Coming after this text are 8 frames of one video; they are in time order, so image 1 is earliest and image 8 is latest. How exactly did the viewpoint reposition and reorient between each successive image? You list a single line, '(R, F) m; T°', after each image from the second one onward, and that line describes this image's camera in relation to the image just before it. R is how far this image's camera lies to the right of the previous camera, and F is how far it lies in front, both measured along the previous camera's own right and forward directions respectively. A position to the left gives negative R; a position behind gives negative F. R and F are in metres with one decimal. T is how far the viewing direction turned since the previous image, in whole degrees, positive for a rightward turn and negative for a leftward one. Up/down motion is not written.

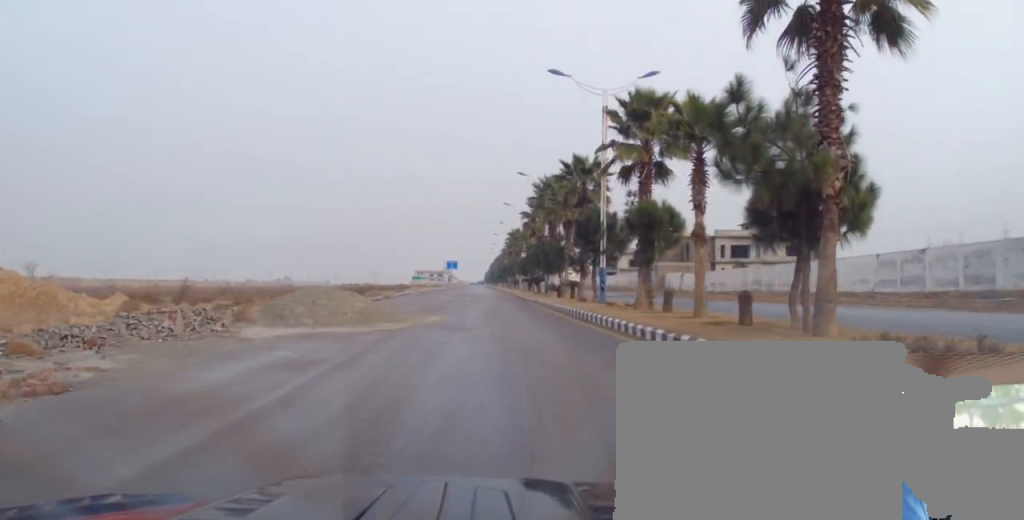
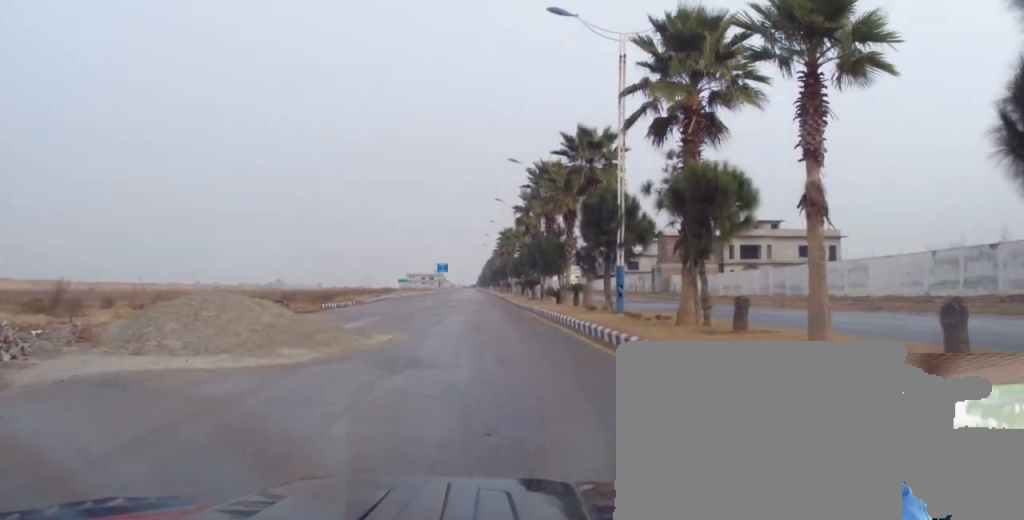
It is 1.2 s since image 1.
(0.0, +8.4) m; +1°
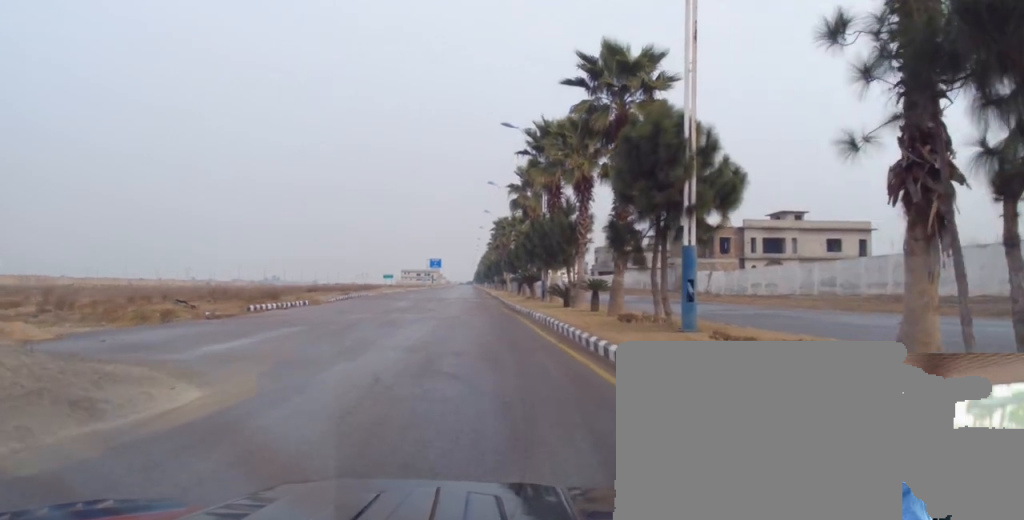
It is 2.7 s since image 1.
(+0.5, +10.9) m; +3°
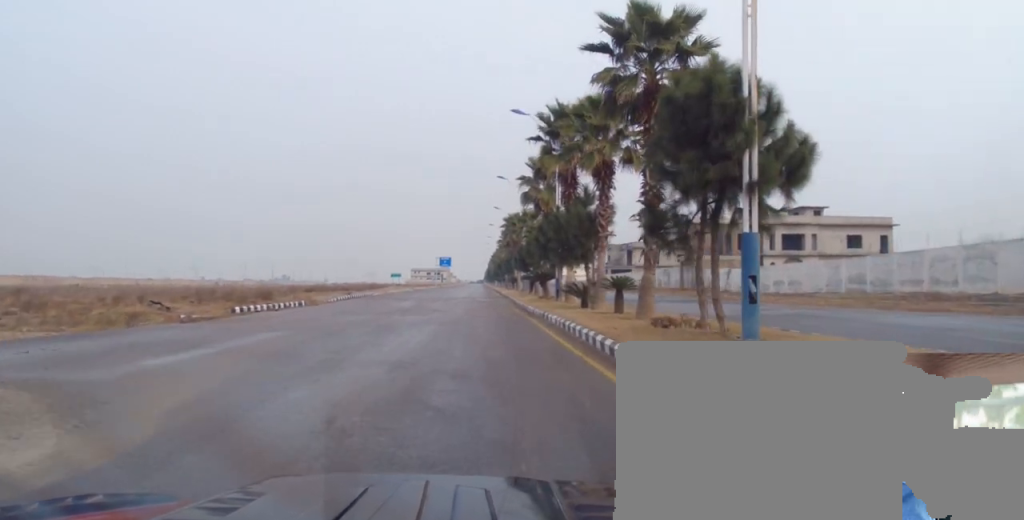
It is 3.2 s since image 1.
(0.0, +3.0) m; -1°
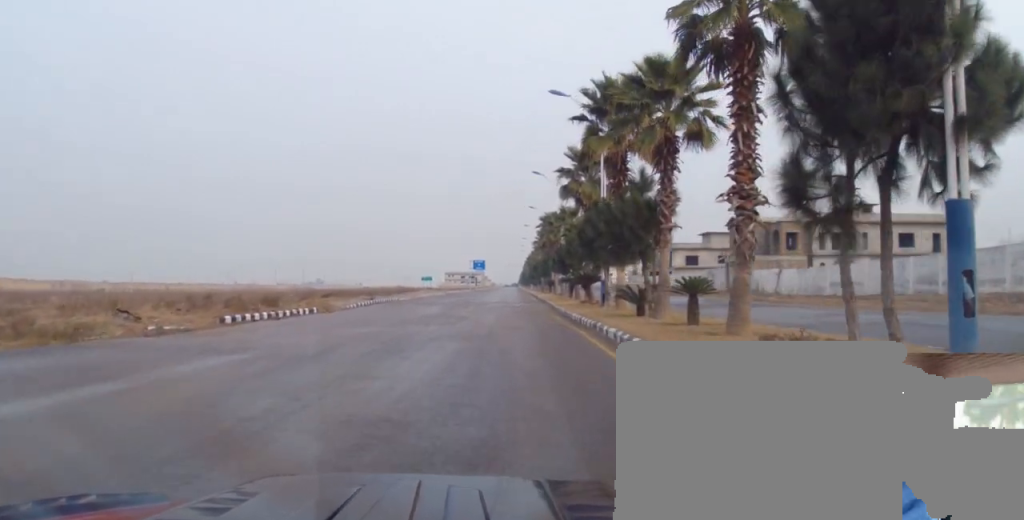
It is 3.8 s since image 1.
(-0.2, +4.7) m; -2°
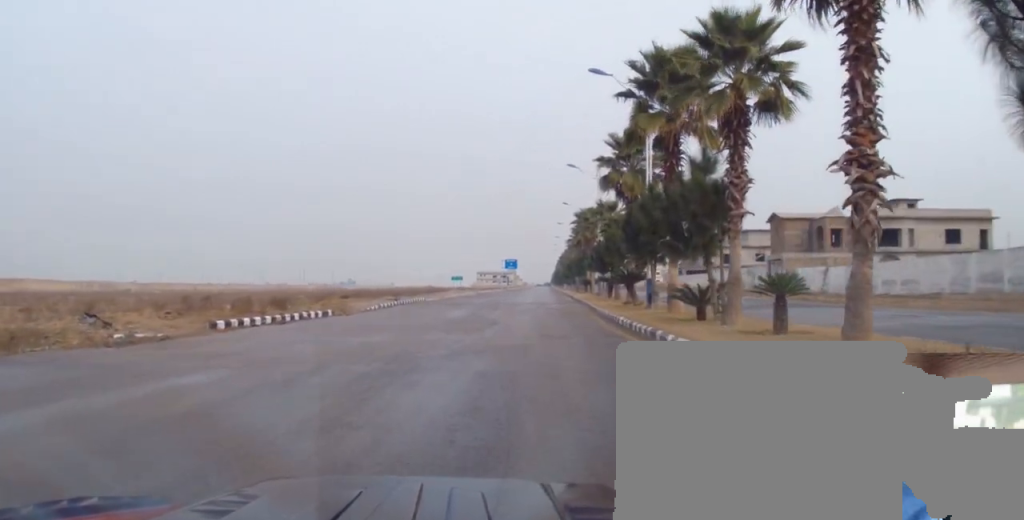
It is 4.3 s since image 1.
(0.0, +3.5) m; -2°
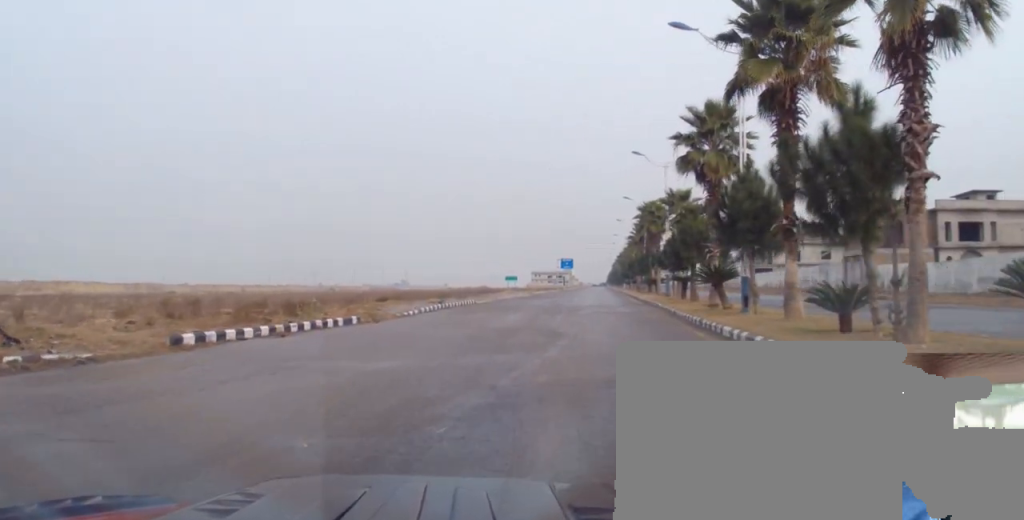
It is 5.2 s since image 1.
(0.0, +5.7) m; -3°
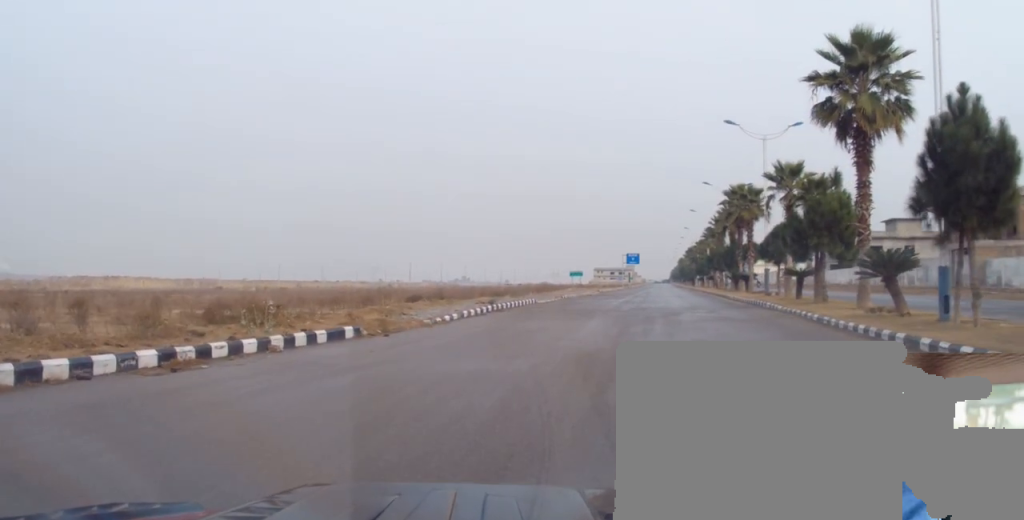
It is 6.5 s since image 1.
(-0.6, +9.3) m; -4°
